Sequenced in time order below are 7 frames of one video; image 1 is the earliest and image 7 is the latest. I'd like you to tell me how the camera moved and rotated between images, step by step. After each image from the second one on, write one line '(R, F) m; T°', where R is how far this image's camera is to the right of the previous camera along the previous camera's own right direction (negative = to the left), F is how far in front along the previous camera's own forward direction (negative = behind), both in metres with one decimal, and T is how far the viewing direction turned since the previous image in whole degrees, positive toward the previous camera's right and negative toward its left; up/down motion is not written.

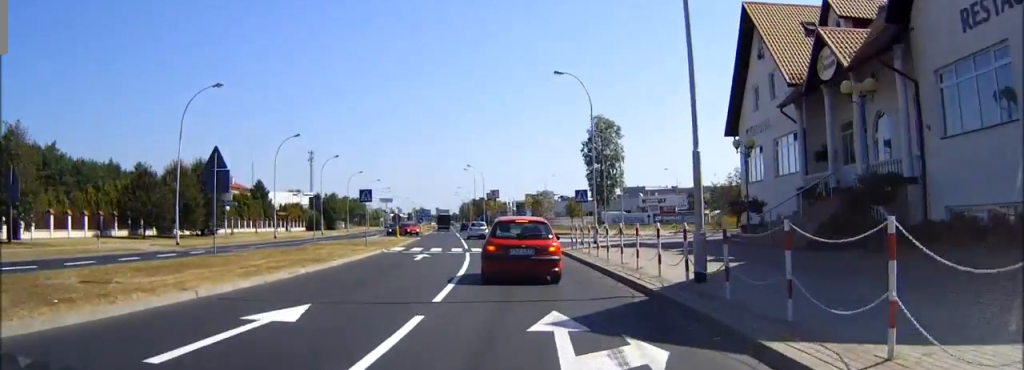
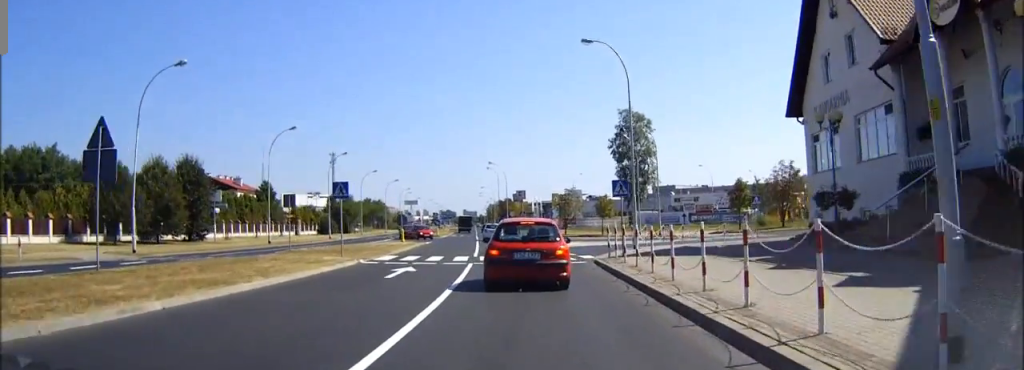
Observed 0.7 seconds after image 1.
(-0.2, +8.1) m; -2°
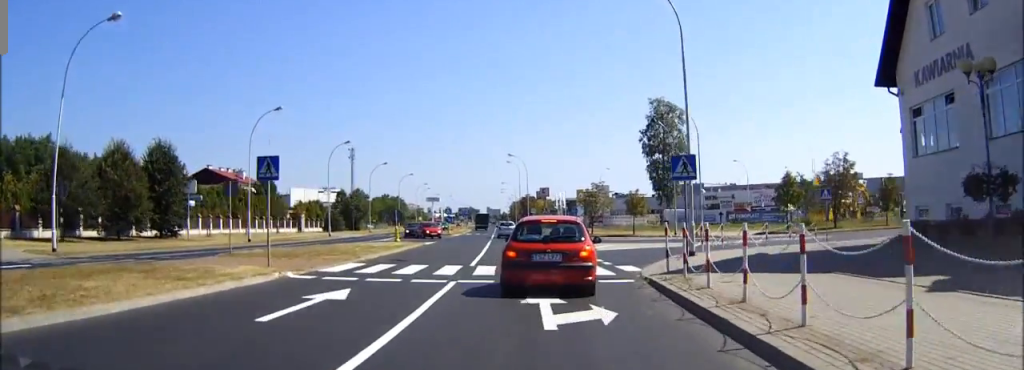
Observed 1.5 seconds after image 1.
(-0.2, +9.3) m; -1°
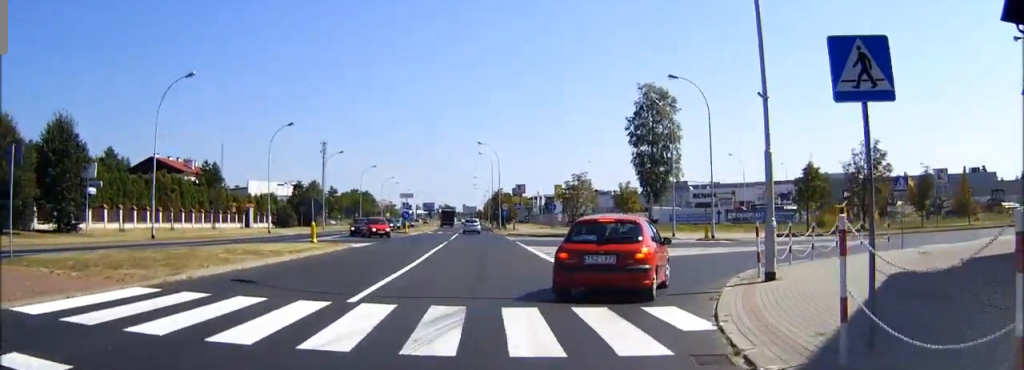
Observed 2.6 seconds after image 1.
(0.0, +11.7) m; +2°
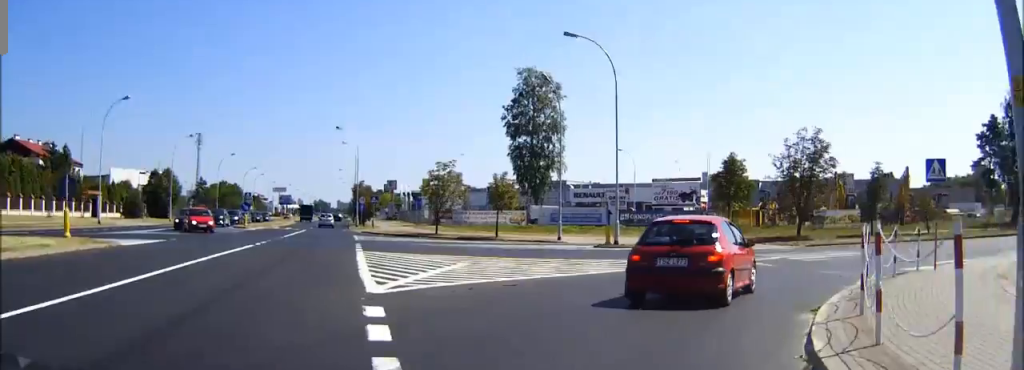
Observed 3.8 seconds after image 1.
(+0.5, +10.9) m; +9°
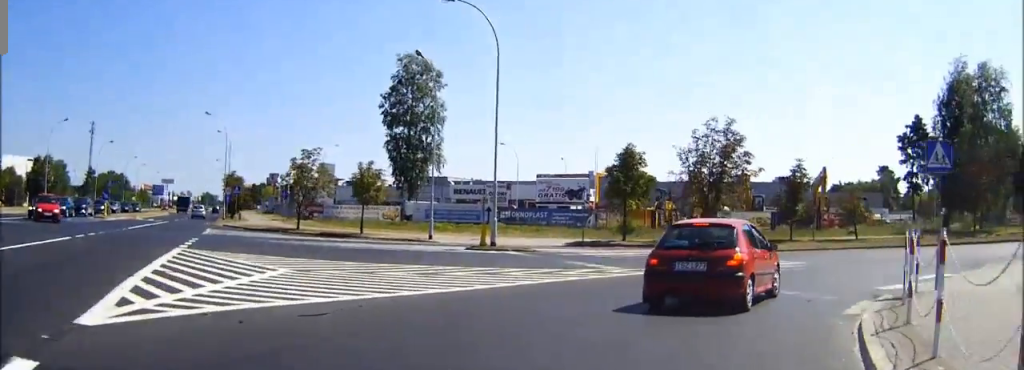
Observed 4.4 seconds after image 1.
(+0.3, +5.4) m; +8°
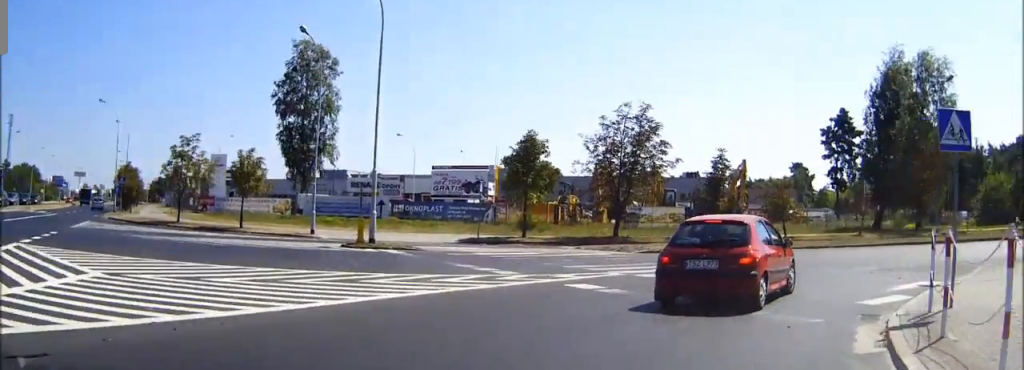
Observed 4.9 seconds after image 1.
(+0.2, +4.0) m; +7°
